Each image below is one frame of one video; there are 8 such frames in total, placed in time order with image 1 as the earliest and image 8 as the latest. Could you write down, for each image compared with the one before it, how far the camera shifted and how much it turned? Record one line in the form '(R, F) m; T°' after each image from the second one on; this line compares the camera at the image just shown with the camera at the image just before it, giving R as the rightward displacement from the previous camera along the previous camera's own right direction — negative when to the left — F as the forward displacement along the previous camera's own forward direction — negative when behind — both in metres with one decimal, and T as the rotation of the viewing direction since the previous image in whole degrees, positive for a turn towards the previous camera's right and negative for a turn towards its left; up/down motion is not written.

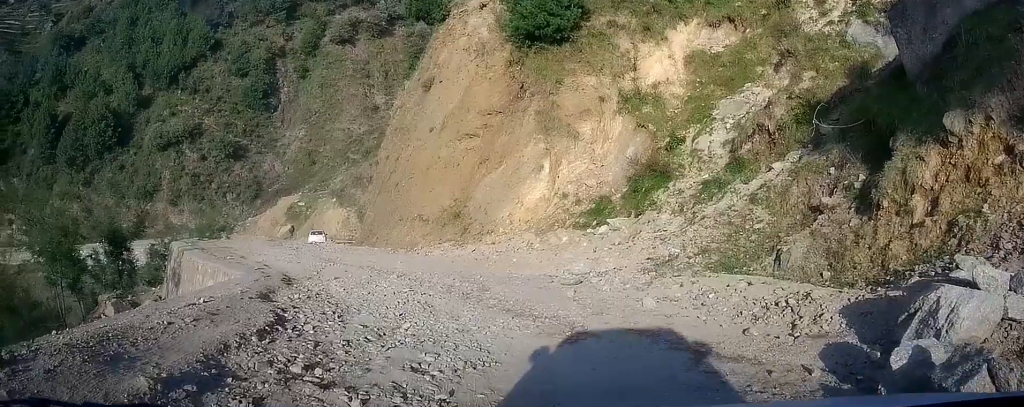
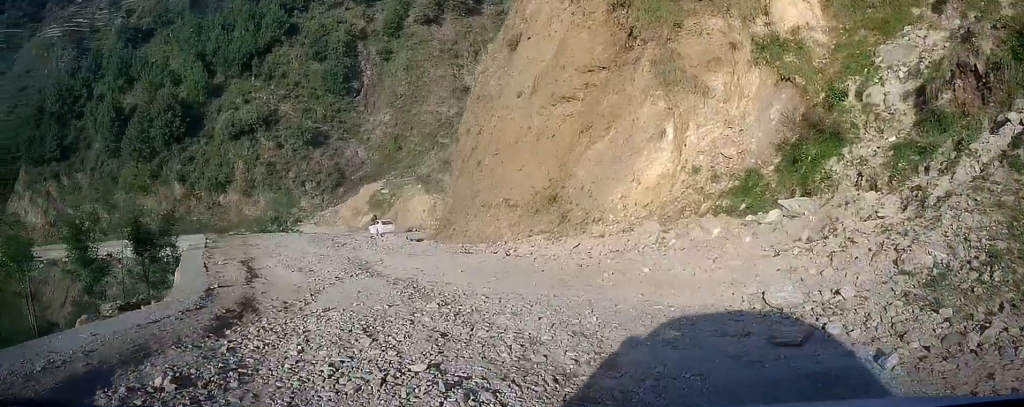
(-0.4, +6.4) m; -8°
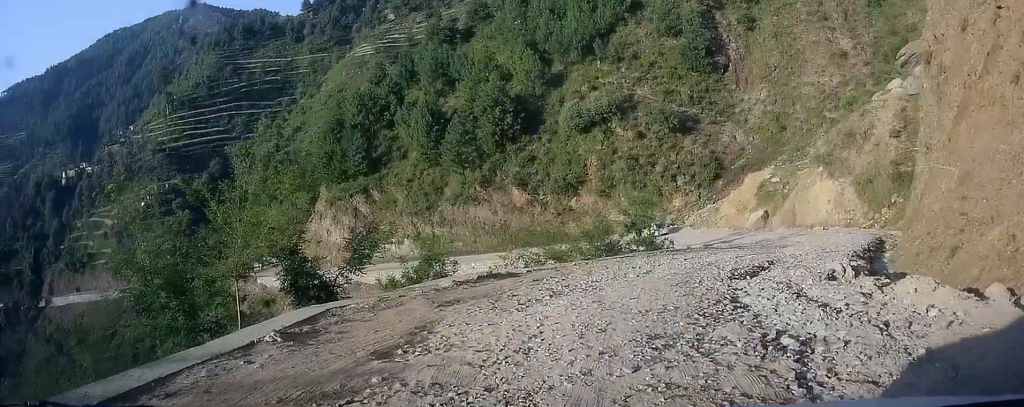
(-4.3, +15.9) m; -29°
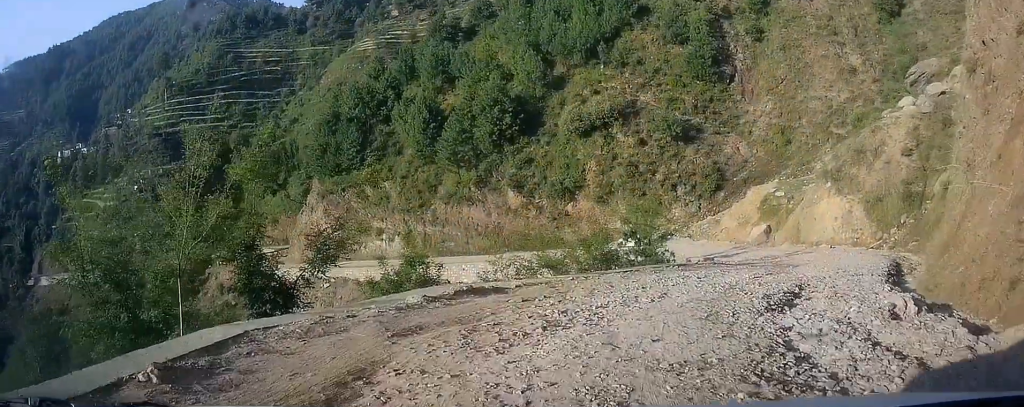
(+0.1, +2.1) m; +3°
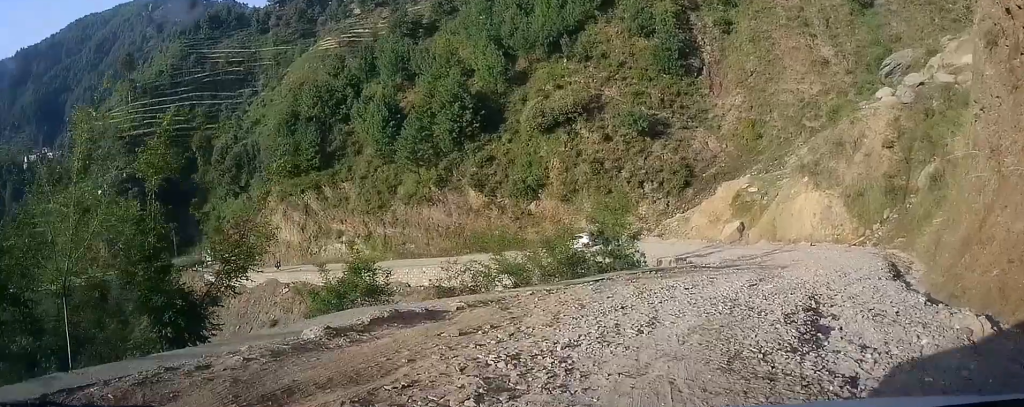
(0.0, +2.5) m; +3°
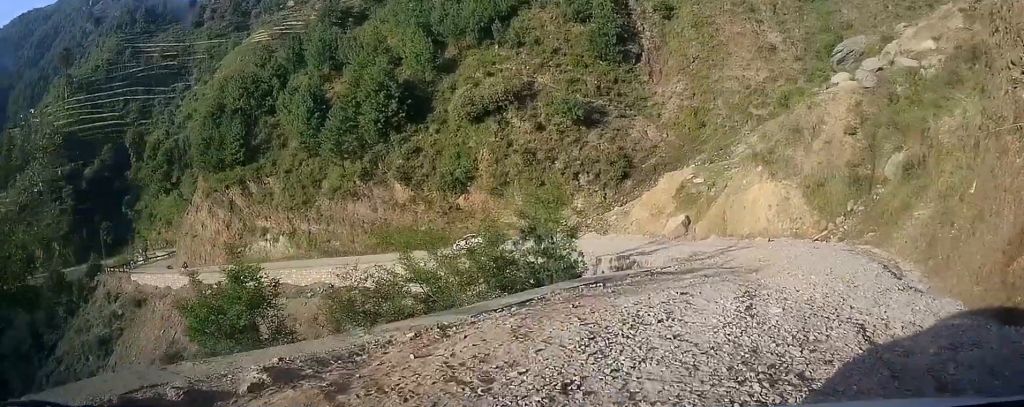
(+0.3, +4.2) m; +4°
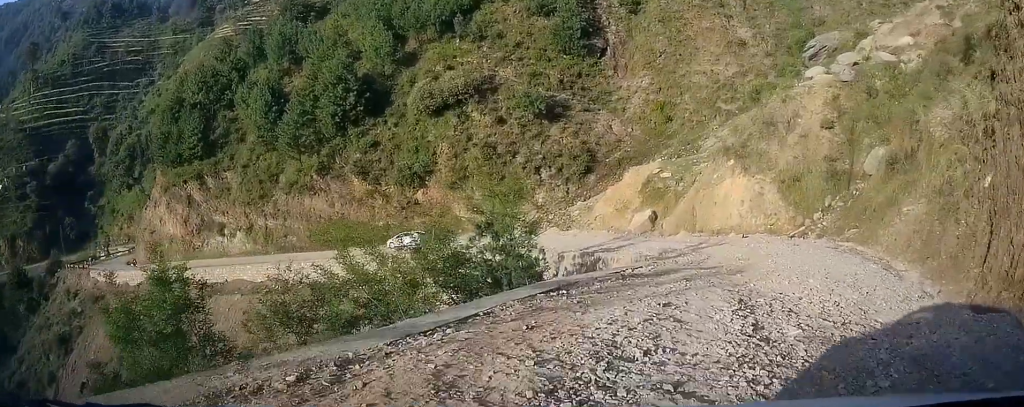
(0.0, +2.2) m; +2°
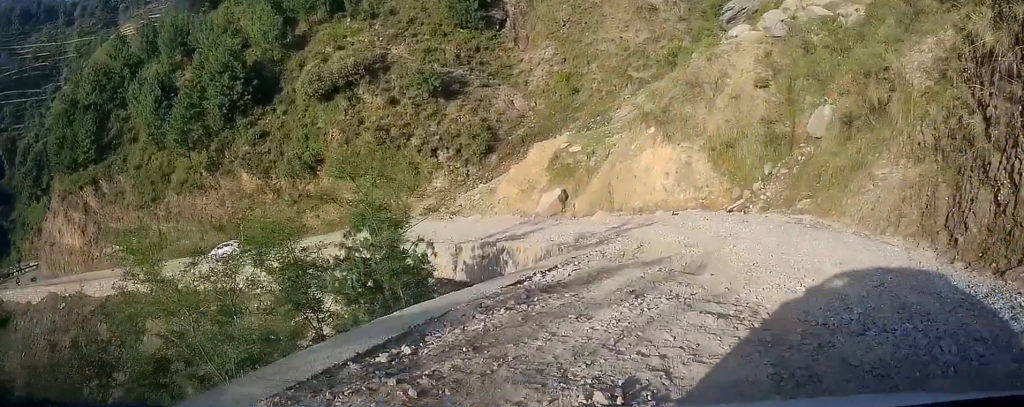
(+0.1, +5.8) m; +4°
